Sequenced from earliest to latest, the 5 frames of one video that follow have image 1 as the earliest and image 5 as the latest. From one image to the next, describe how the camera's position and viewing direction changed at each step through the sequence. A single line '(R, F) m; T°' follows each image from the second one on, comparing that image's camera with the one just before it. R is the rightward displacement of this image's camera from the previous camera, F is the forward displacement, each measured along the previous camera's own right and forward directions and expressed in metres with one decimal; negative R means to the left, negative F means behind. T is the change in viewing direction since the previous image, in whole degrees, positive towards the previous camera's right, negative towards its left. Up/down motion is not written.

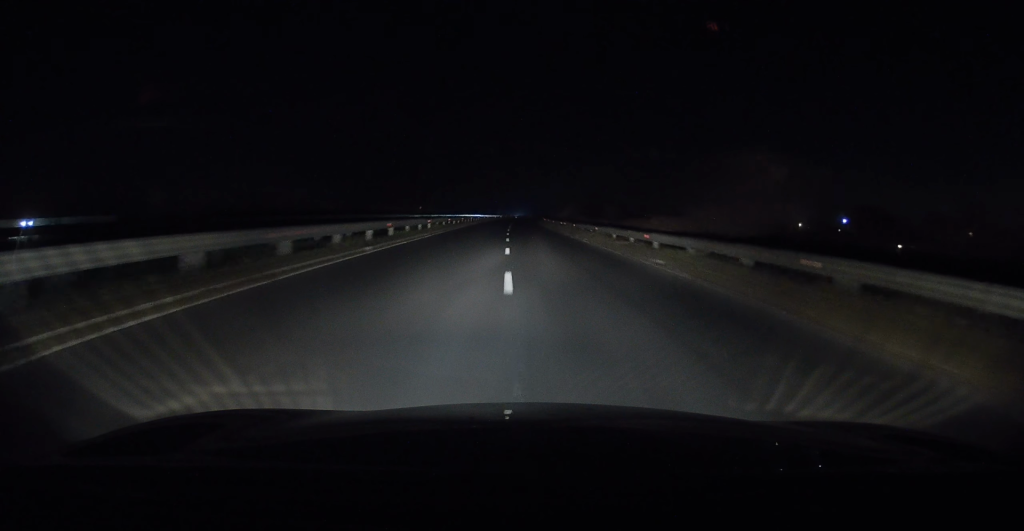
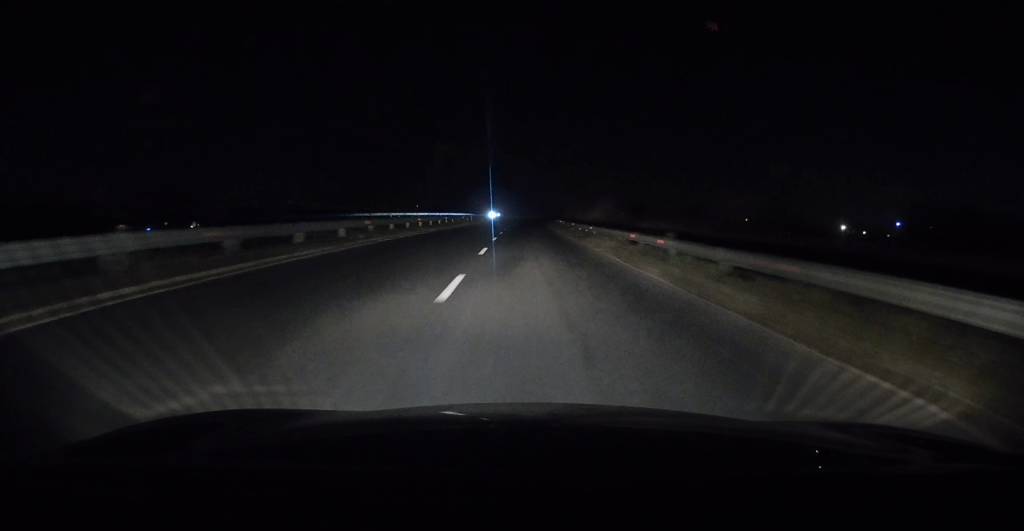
(+0.2, +36.8) m; 0°
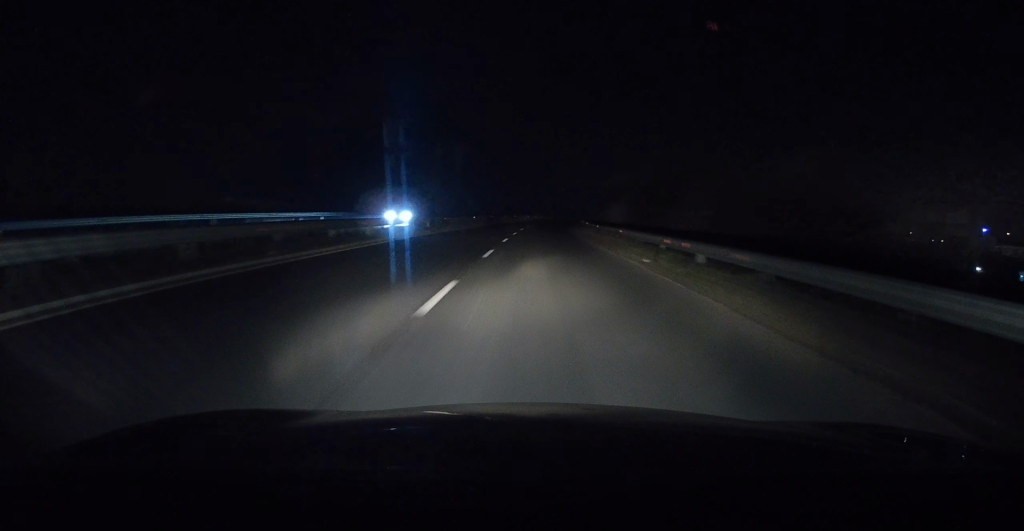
(-0.5, +46.2) m; 0°
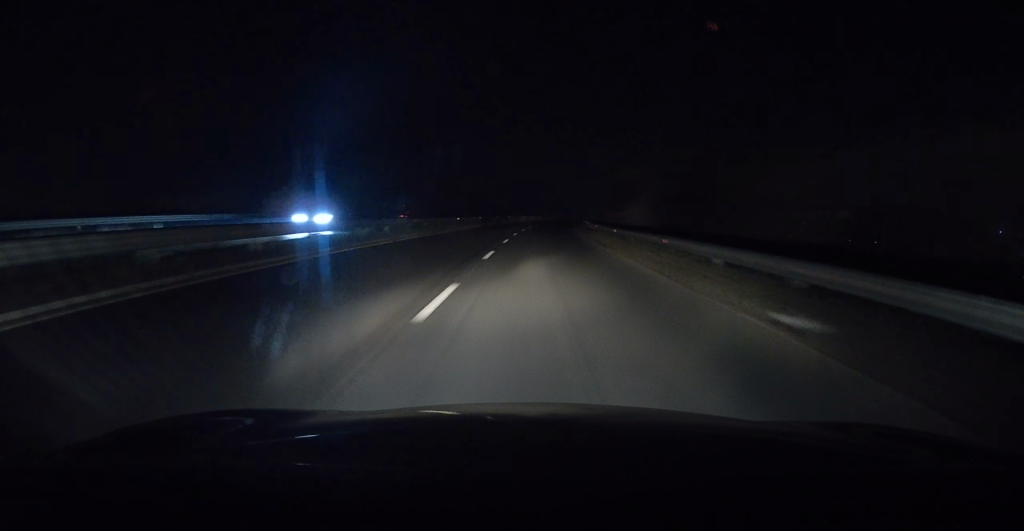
(0.0, +9.3) m; +1°
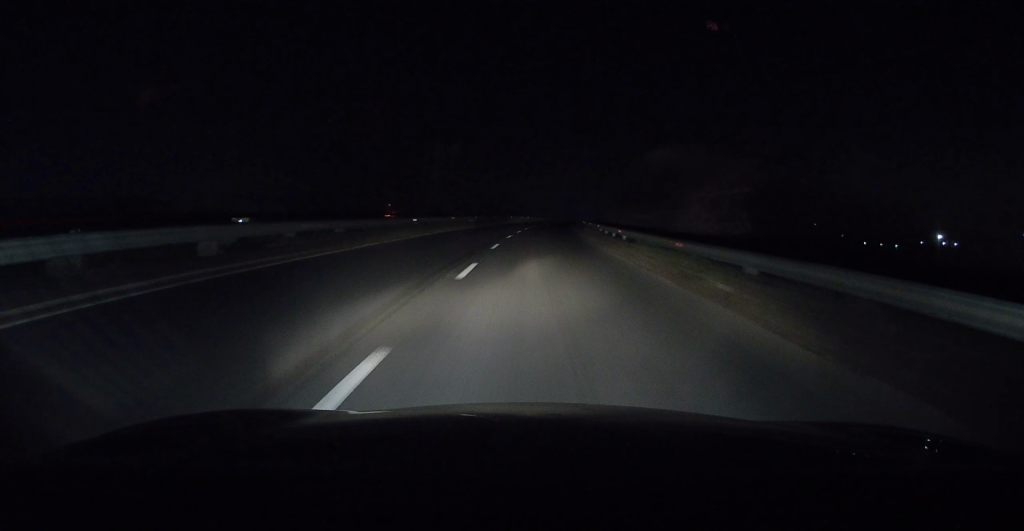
(+0.2, +13.9) m; 0°
